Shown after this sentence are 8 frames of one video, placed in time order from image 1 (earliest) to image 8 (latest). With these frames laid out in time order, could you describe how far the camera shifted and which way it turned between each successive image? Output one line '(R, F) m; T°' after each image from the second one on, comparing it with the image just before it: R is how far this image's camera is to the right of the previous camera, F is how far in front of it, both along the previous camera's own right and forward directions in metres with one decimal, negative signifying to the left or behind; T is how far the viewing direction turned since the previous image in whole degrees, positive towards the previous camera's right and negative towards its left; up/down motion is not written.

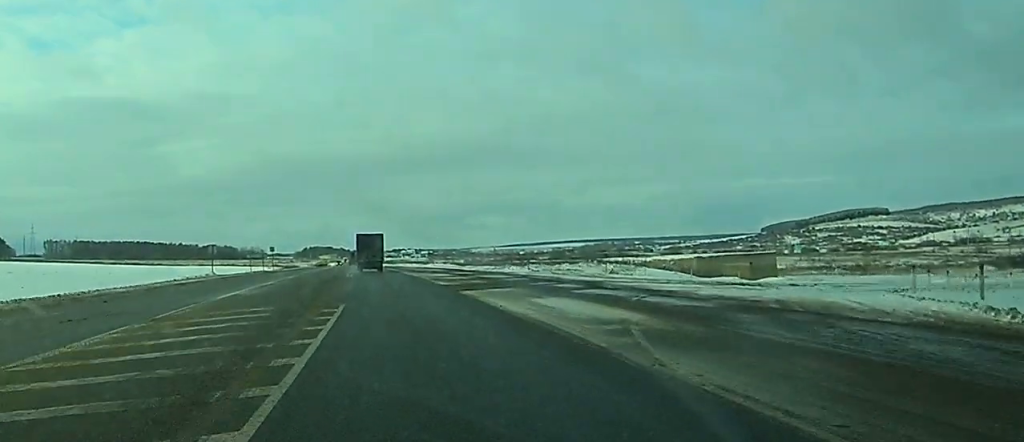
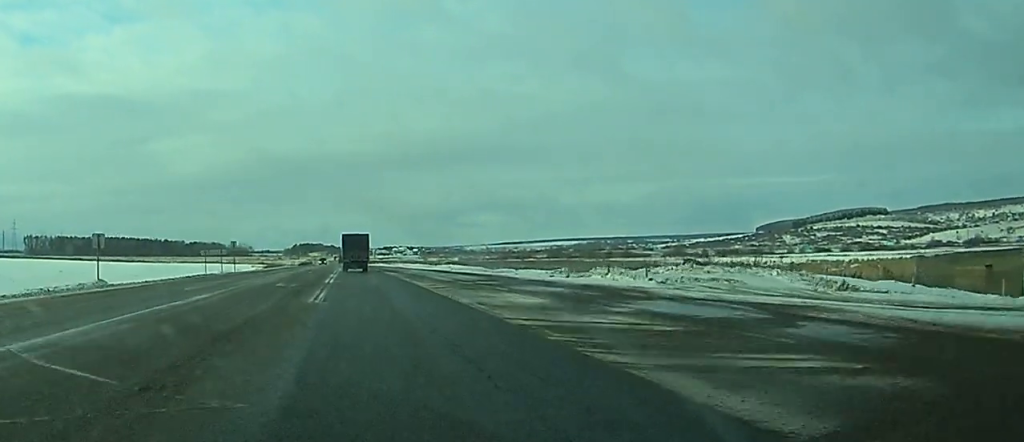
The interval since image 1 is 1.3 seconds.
(+0.1, +29.5) m; 0°
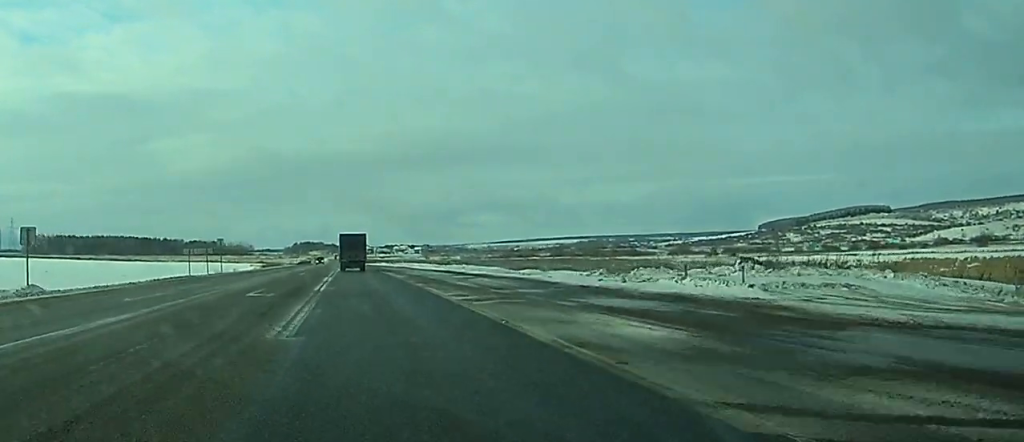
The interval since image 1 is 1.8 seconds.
(+0.1, +9.6) m; 0°
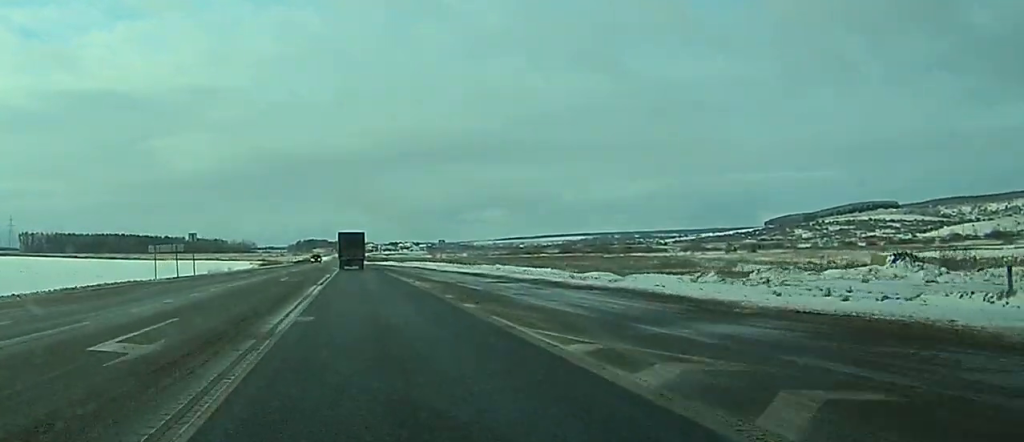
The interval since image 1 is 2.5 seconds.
(0.0, +16.1) m; 0°
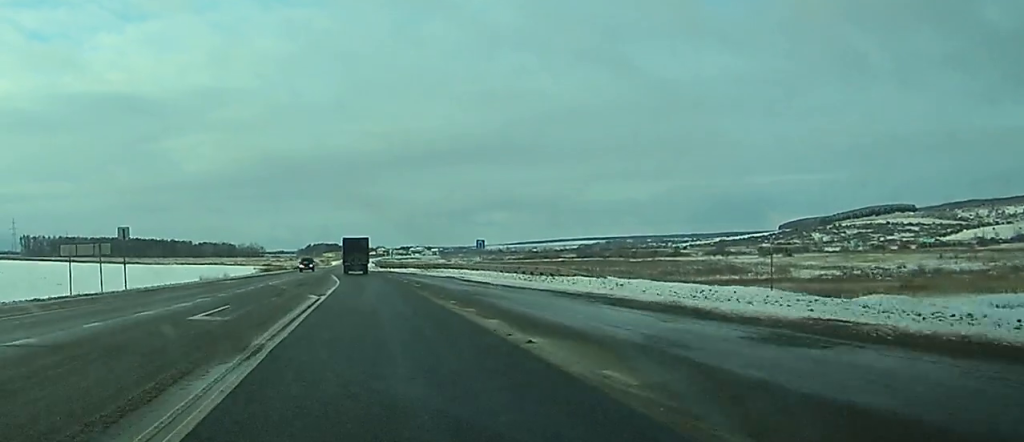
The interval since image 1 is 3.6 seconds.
(-0.1, +23.3) m; 0°
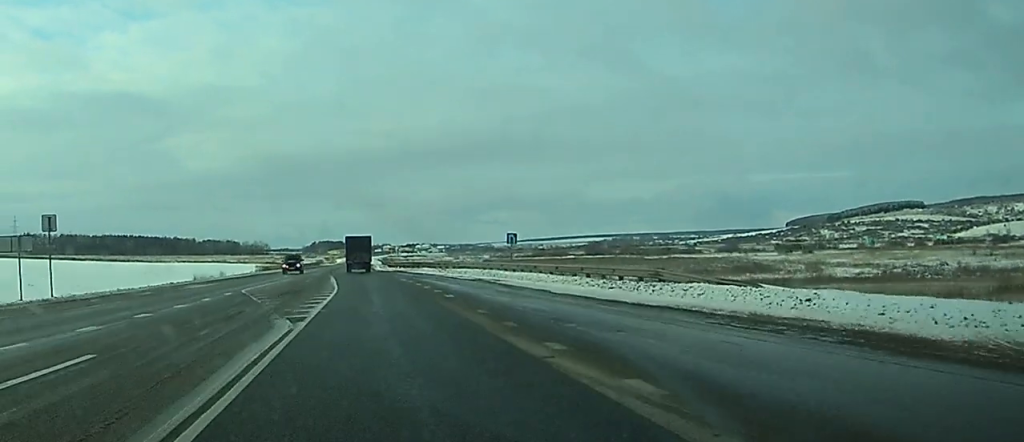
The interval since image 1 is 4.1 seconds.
(0.0, +12.4) m; 0°
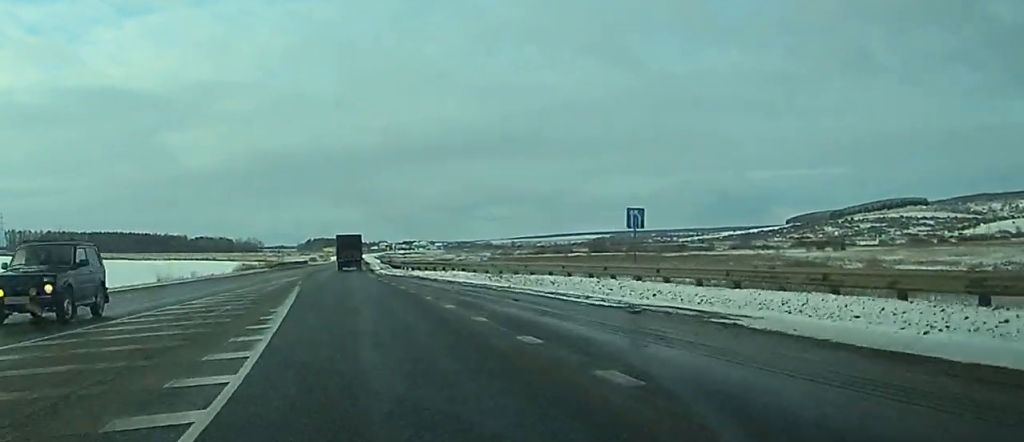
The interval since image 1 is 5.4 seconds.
(+0.1, +26.9) m; 0°
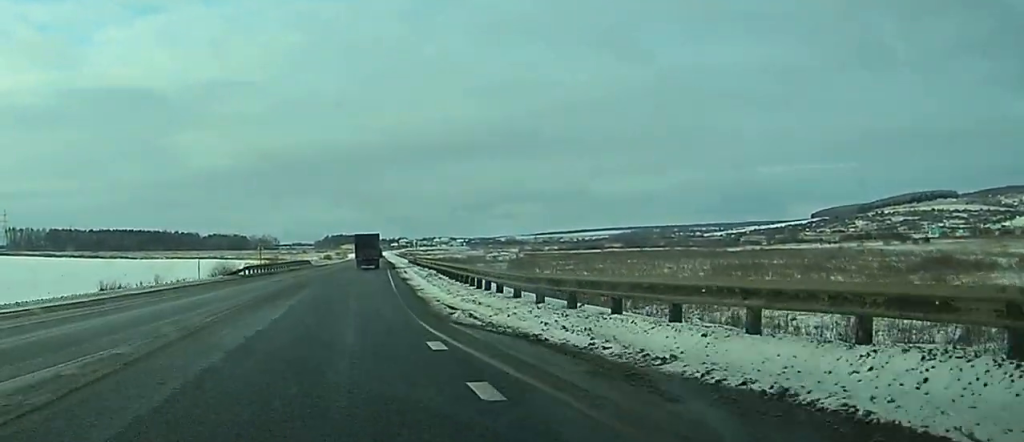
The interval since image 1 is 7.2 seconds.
(+0.2, +39.2) m; 0°
